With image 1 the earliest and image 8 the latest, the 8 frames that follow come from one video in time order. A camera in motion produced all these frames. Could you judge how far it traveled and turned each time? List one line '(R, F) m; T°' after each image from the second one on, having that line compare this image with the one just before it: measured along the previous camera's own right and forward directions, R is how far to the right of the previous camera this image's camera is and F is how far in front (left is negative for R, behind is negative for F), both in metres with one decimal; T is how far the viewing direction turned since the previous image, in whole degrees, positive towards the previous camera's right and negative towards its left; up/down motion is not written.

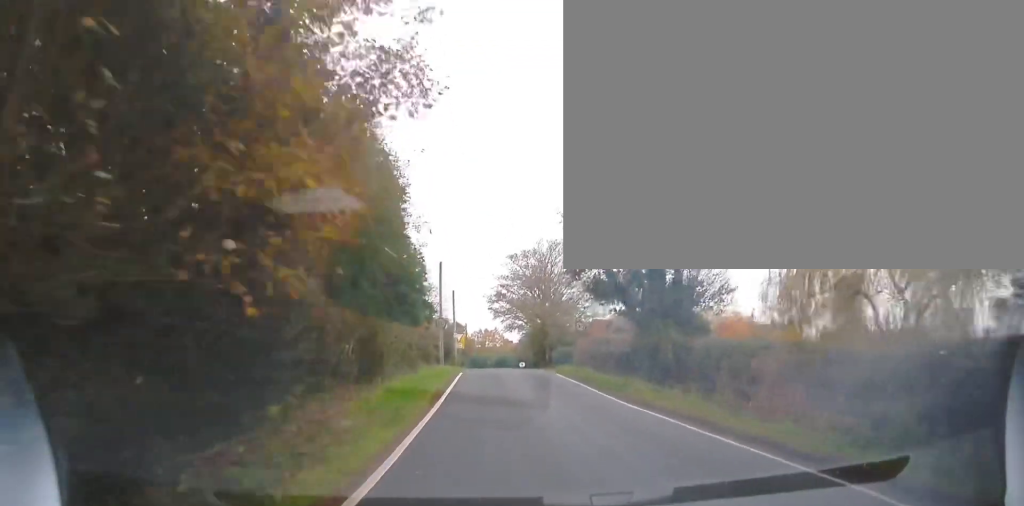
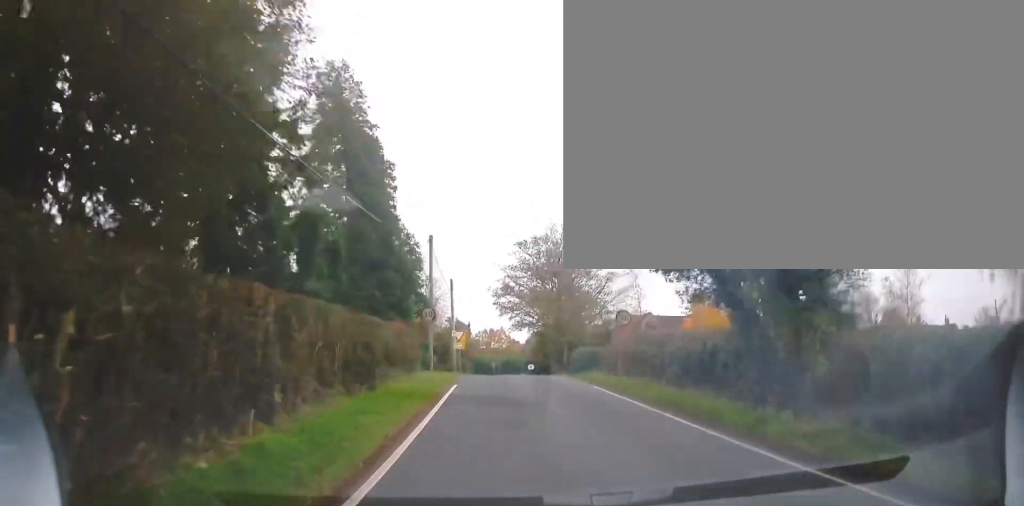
(+0.3, +9.1) m; 0°
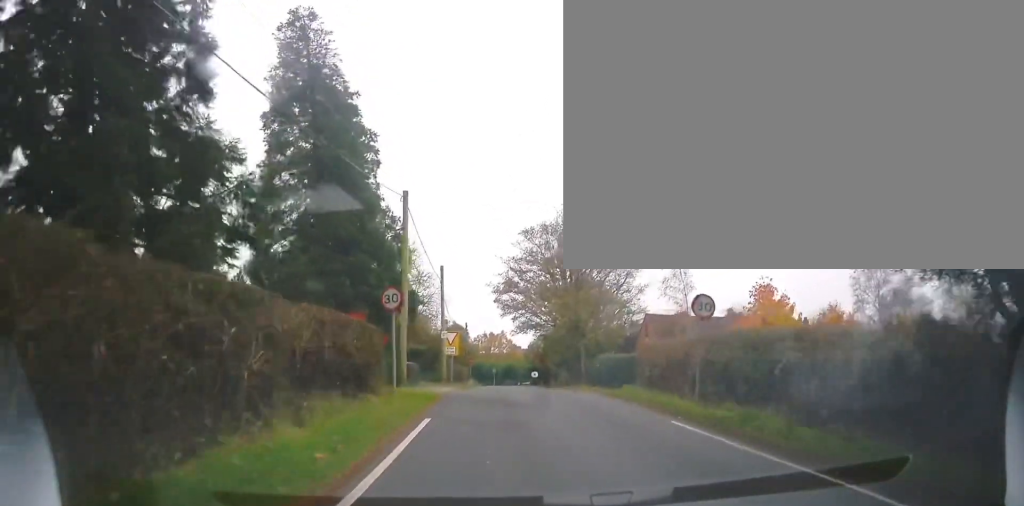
(-0.2, +9.4) m; -1°
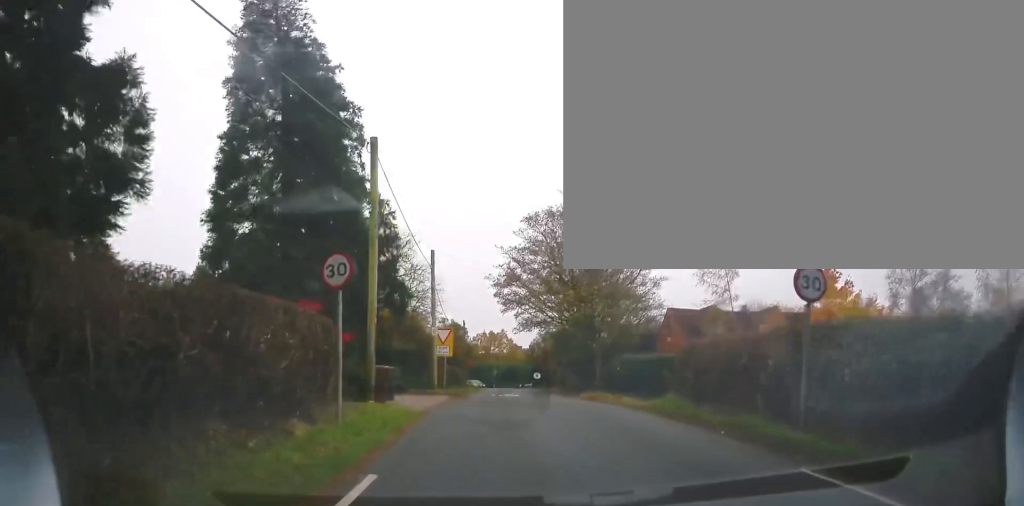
(0.0, +5.0) m; 0°
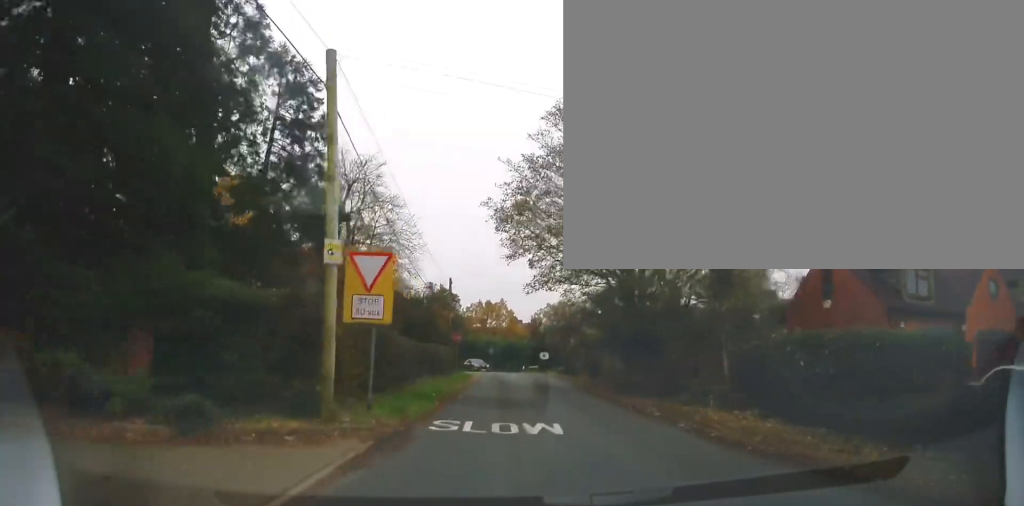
(+0.1, +18.6) m; +2°
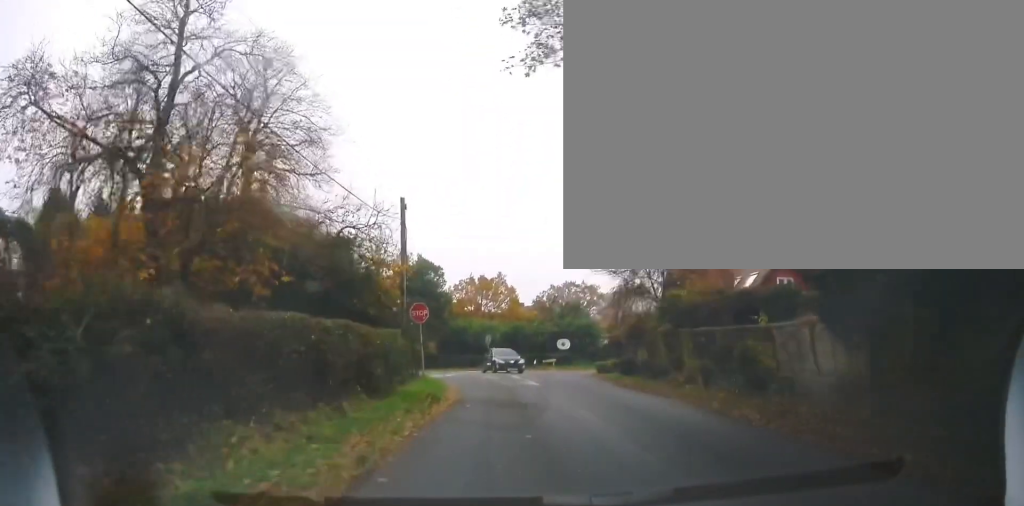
(-0.2, +20.8) m; -2°
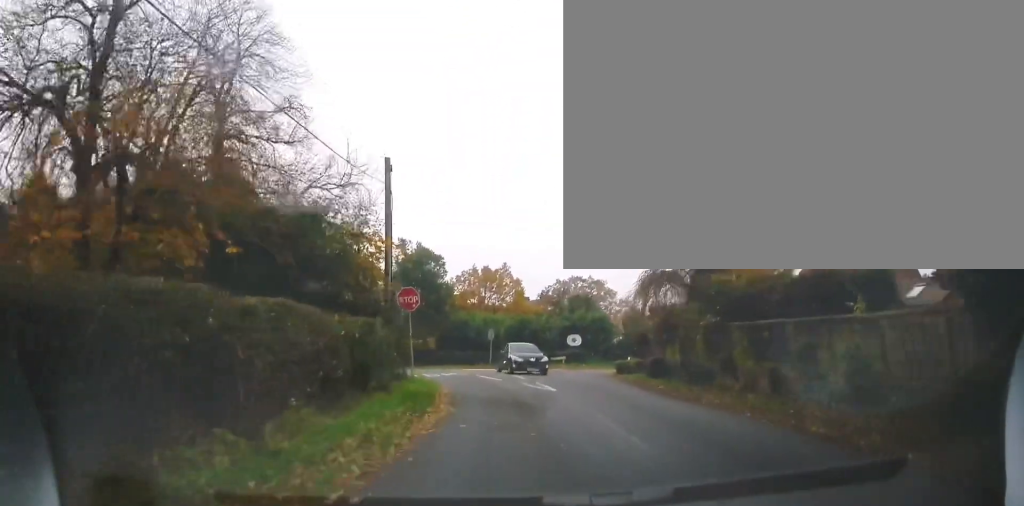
(0.0, +4.4) m; 0°
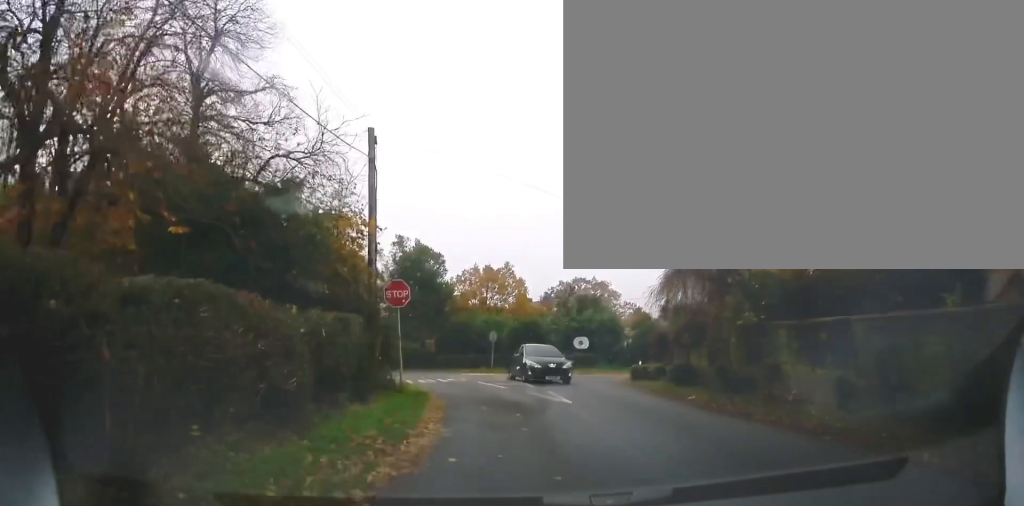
(0.0, +3.2) m; 0°
